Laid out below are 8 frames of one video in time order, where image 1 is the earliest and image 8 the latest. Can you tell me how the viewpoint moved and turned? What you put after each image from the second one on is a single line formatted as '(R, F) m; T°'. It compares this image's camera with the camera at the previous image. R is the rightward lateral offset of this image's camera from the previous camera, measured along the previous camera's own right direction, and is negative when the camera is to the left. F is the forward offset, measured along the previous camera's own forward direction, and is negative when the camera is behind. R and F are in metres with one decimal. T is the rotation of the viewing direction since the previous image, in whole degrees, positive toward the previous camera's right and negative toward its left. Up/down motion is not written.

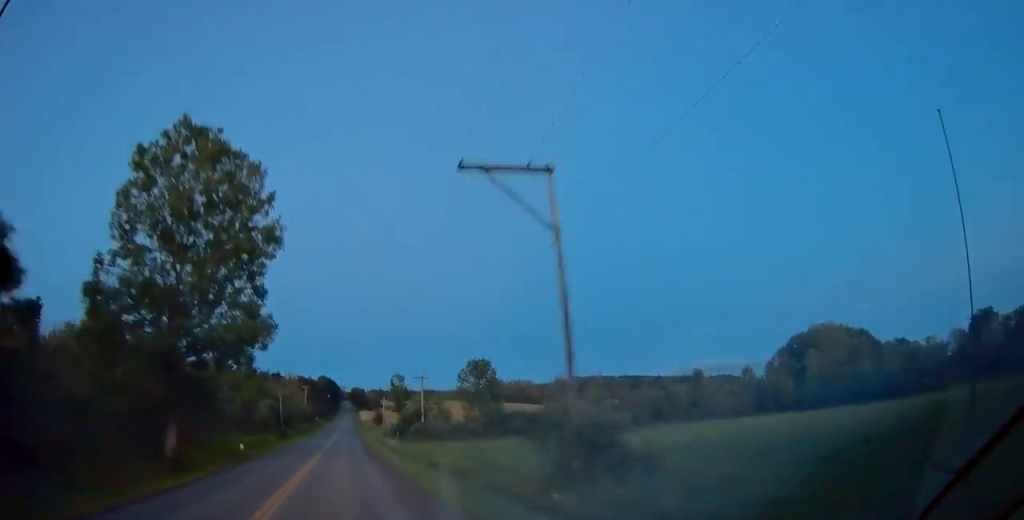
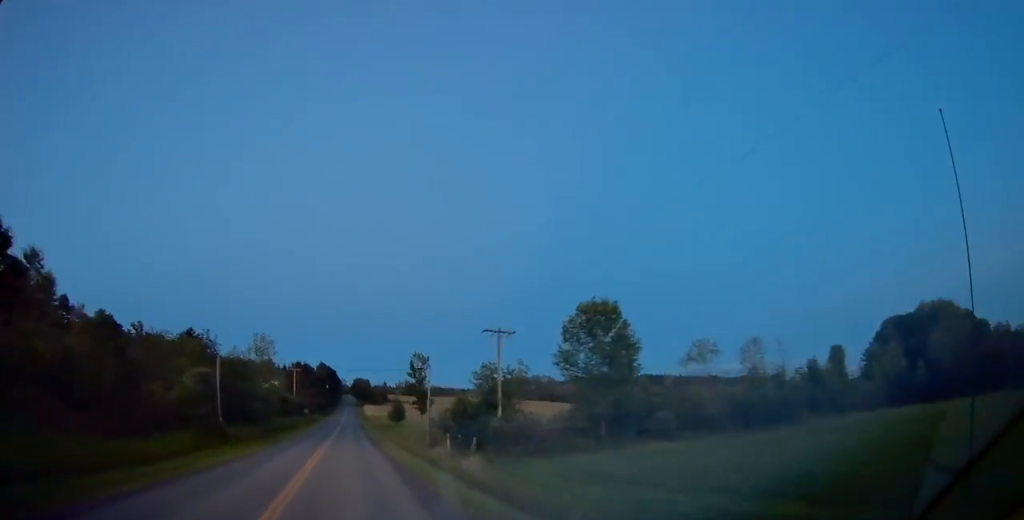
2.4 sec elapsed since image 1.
(0.0, +40.3) m; 0°
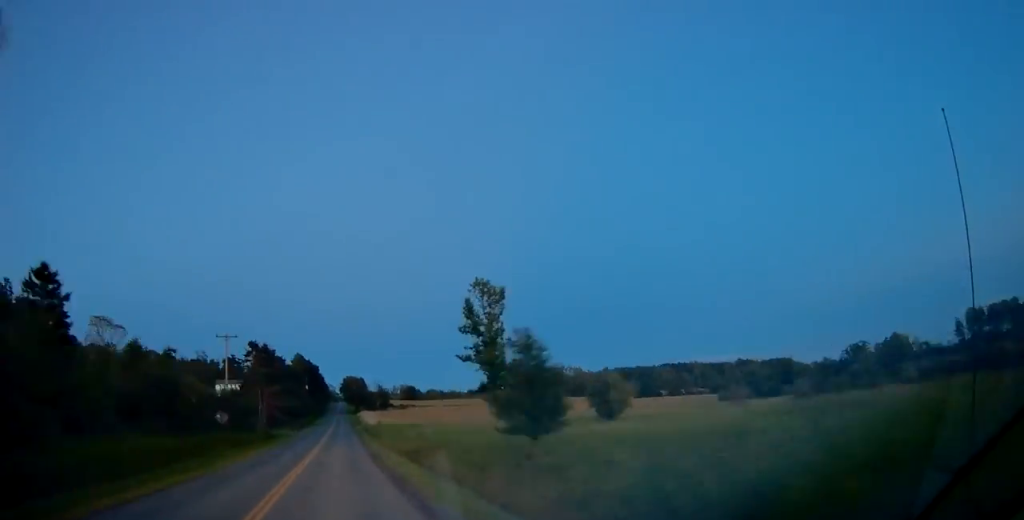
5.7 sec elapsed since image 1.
(+0.2, +59.9) m; 0°
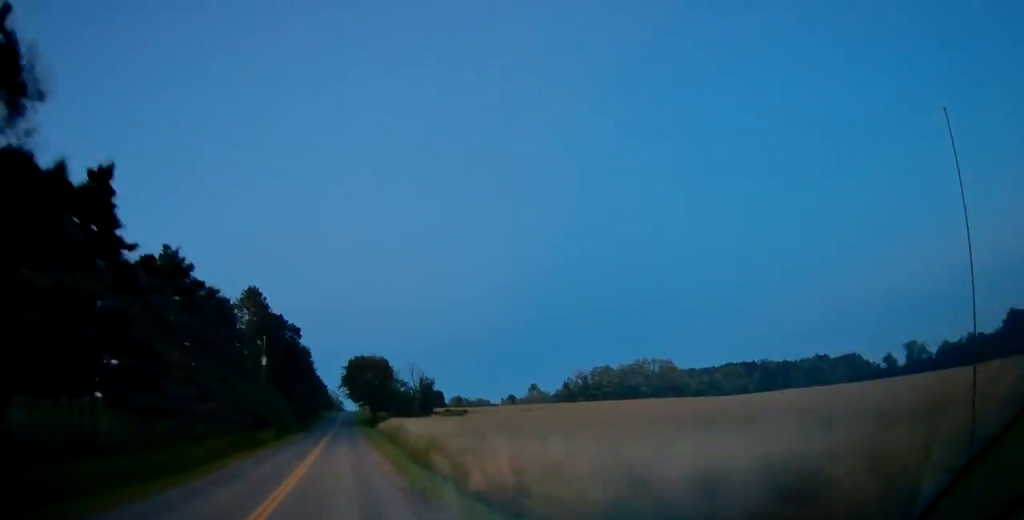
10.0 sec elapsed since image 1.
(+0.1, +83.4) m; 0°
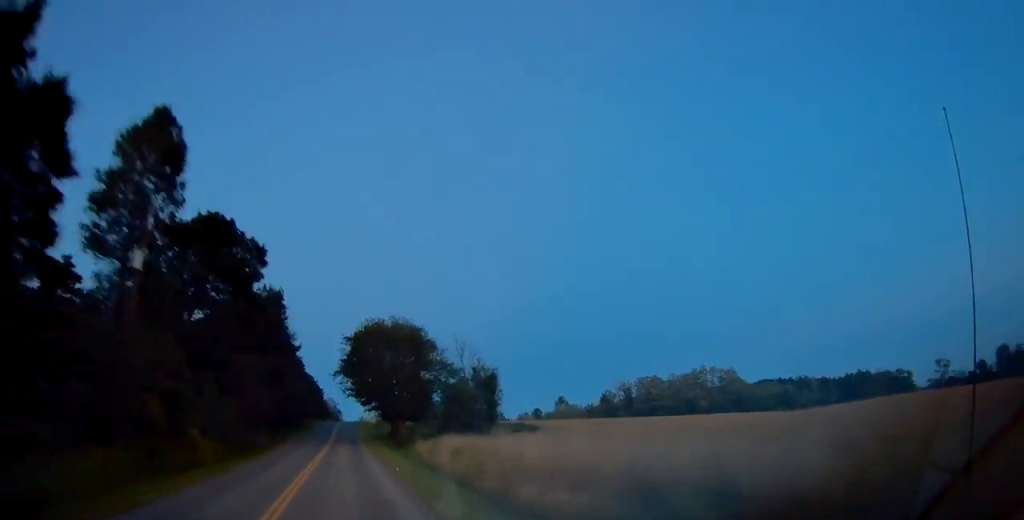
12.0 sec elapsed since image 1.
(+0.1, +40.2) m; 0°
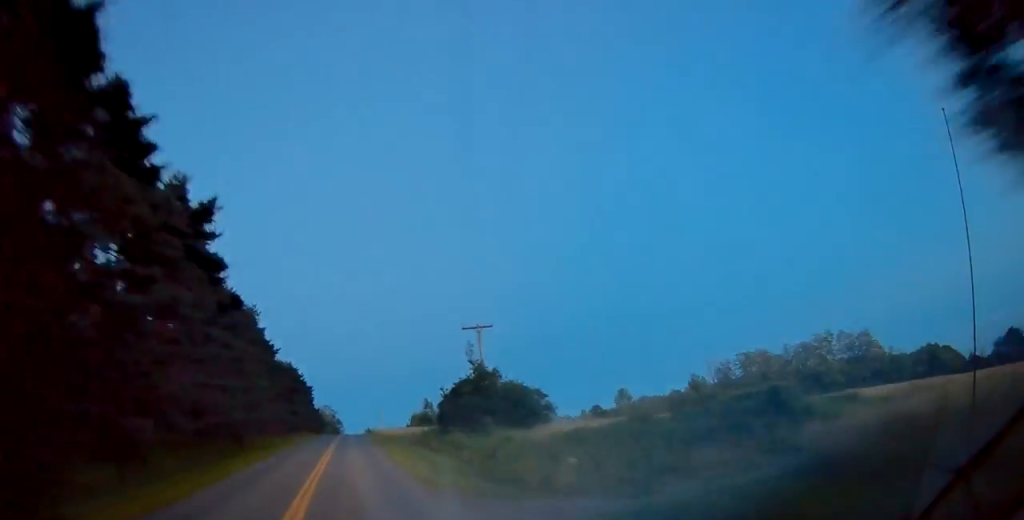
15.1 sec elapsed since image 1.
(-0.3, +61.9) m; 0°
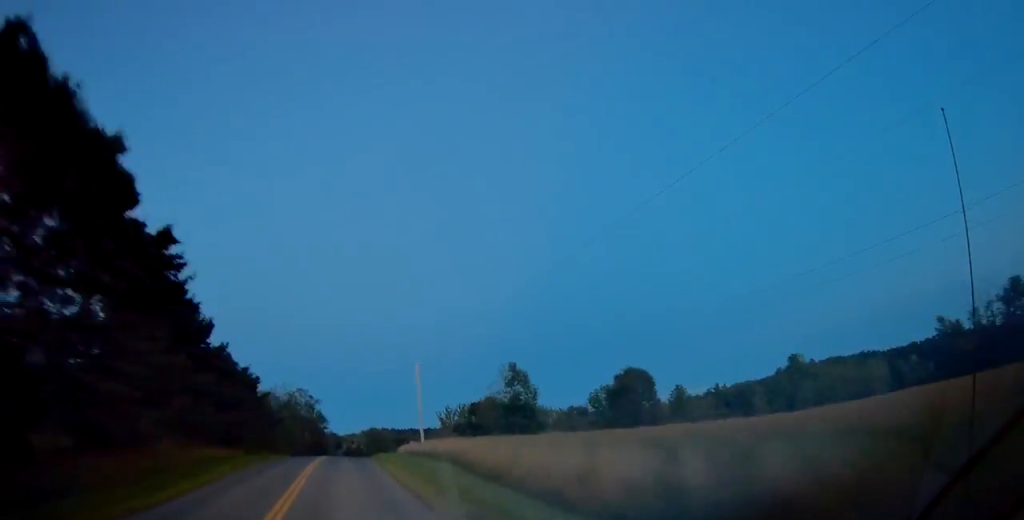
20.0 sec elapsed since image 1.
(+0.9, +98.3) m; +1°
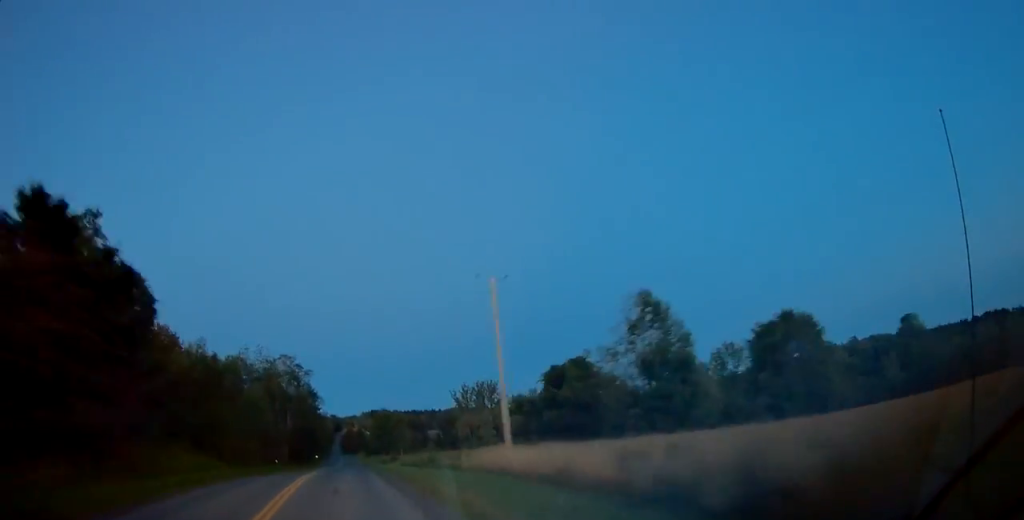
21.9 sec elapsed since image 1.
(+0.1, +36.6) m; 0°
